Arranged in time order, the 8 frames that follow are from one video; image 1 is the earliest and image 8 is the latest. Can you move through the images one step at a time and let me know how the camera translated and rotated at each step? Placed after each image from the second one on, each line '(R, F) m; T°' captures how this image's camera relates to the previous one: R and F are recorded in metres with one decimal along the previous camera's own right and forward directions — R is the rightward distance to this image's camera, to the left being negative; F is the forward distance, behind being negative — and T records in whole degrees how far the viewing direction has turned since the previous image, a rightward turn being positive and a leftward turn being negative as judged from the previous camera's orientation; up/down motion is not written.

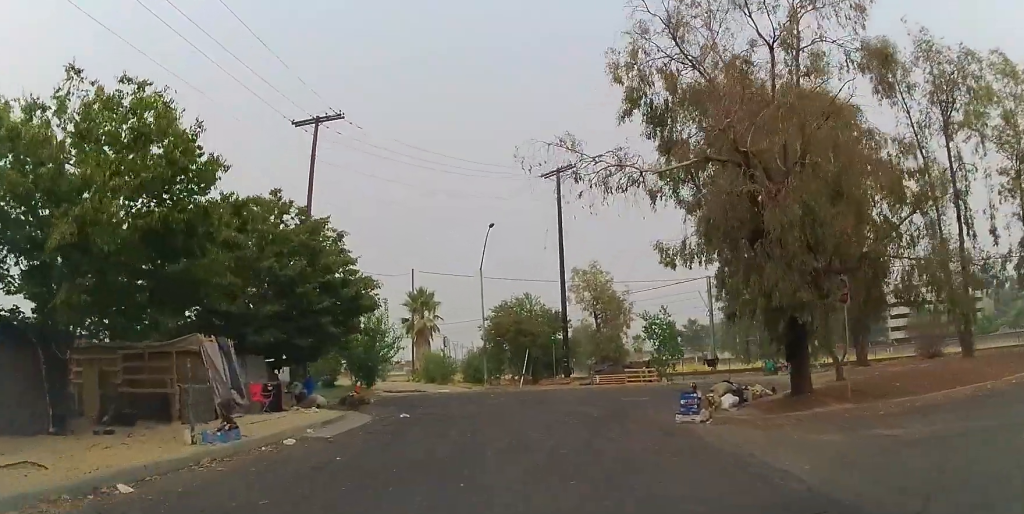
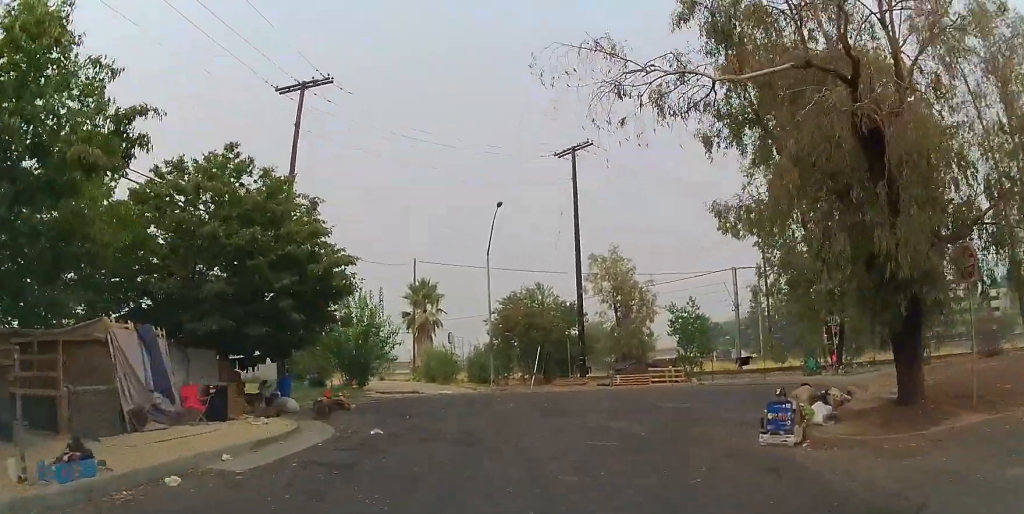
(+0.3, +3.9) m; +5°
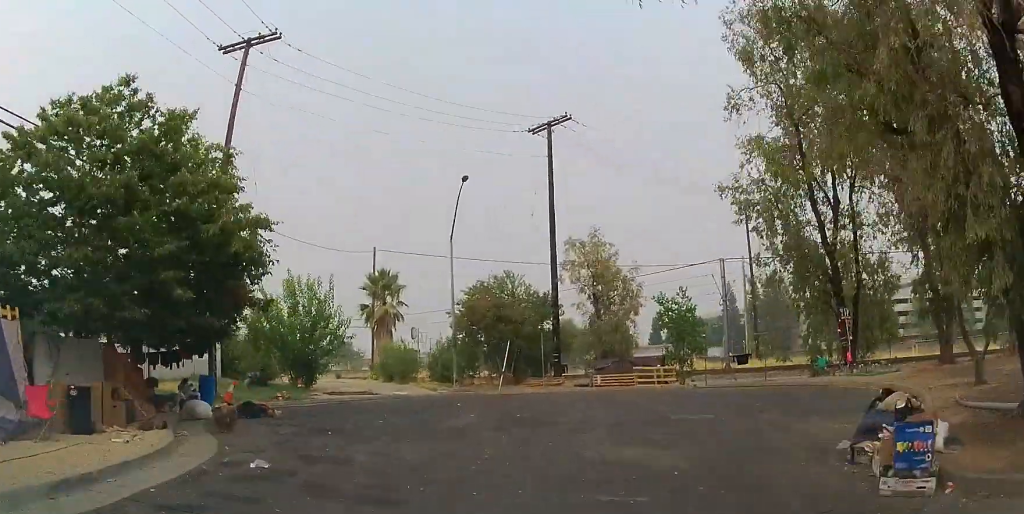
(0.0, +3.8) m; +2°
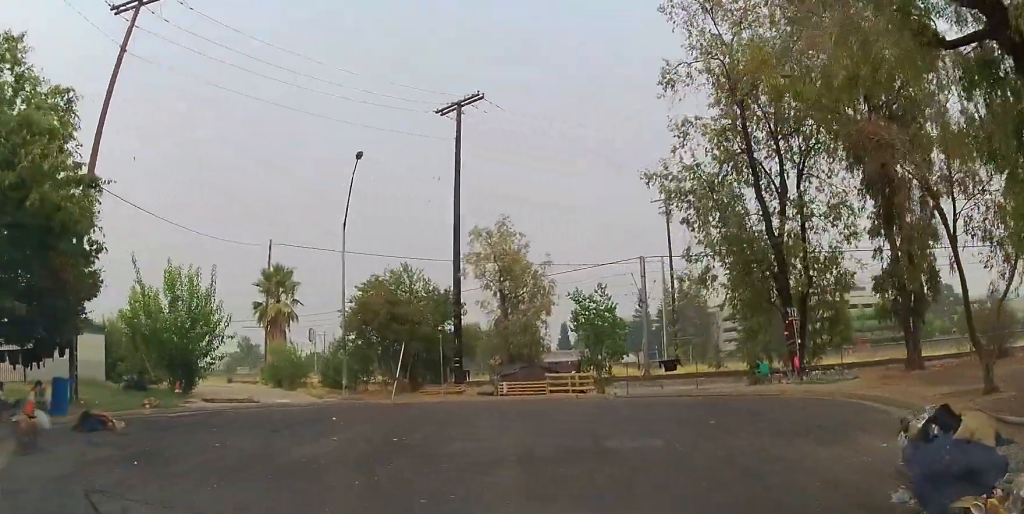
(-0.1, +3.4) m; +14°
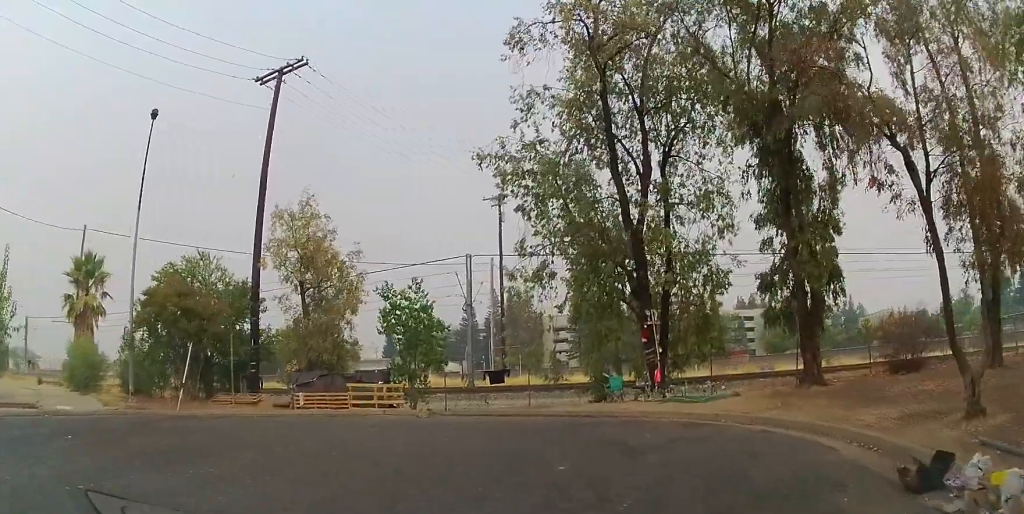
(+1.3, +4.0) m; +23°
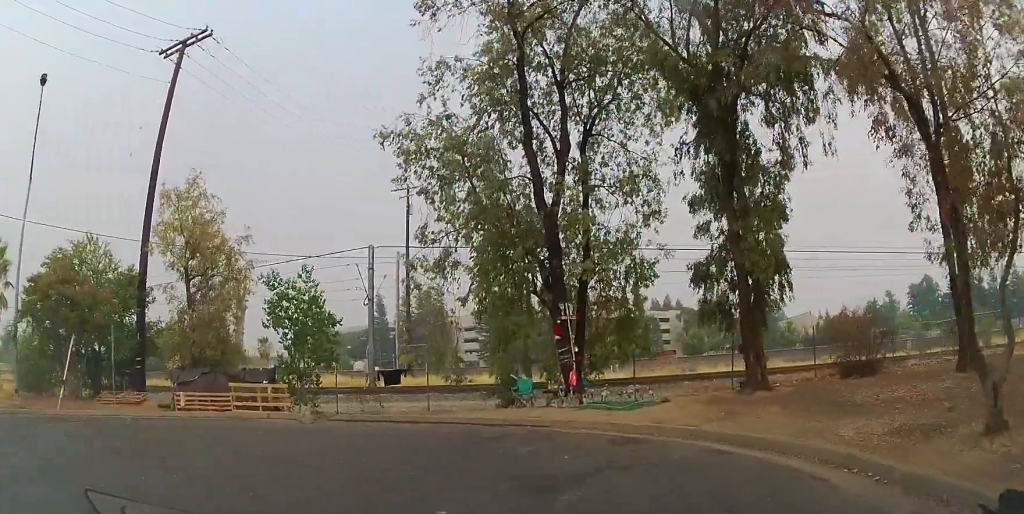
(+0.1, +2.4) m; +1°
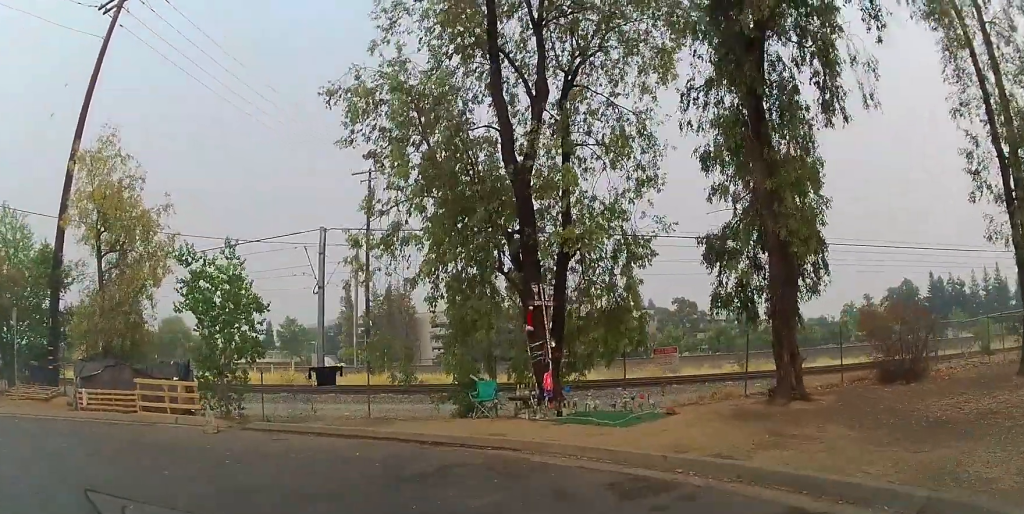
(0.0, +4.1) m; -4°
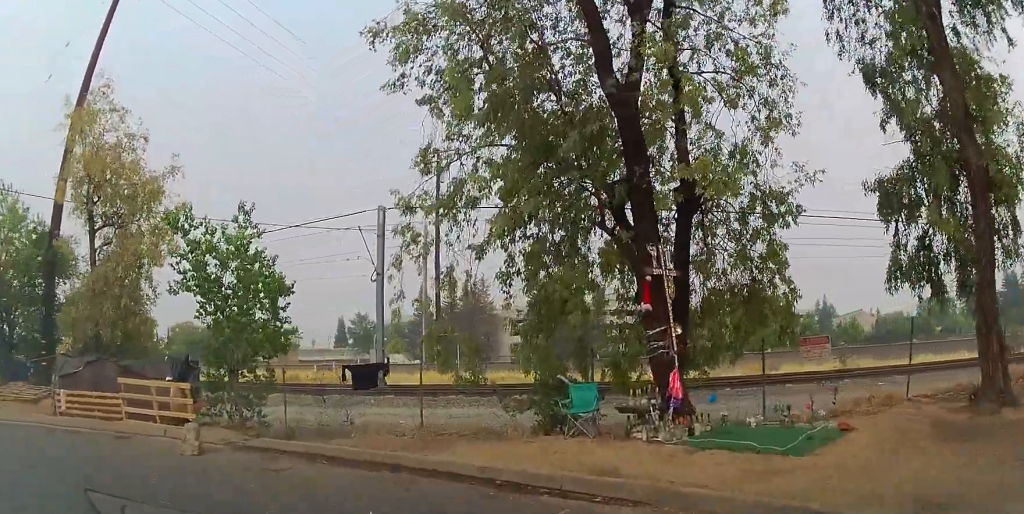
(-1.0, +4.4) m; -22°
